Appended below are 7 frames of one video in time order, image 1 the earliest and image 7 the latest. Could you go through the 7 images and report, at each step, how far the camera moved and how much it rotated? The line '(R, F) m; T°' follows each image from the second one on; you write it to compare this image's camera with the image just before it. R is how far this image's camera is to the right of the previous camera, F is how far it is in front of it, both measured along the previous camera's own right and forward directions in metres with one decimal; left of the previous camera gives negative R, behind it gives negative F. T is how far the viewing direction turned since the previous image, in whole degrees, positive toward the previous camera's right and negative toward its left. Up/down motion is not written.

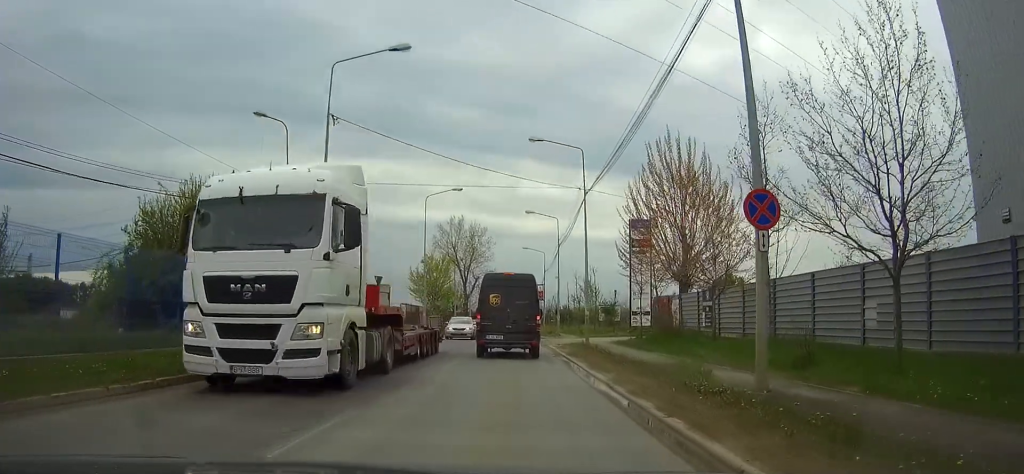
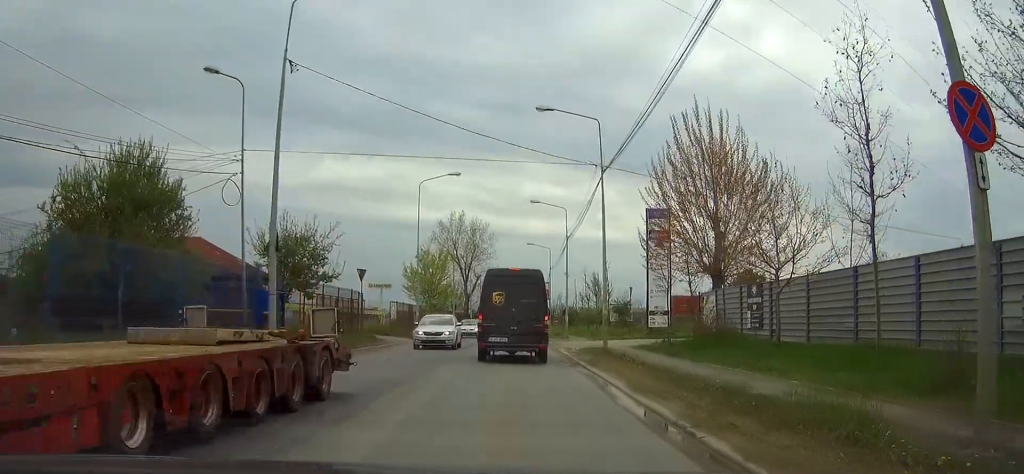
(0.0, +6.1) m; +1°
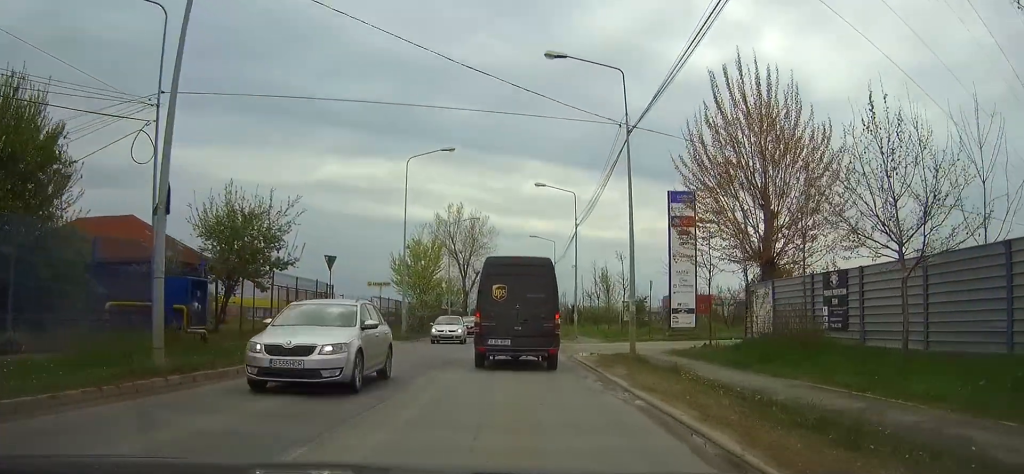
(+0.3, +7.3) m; +4°
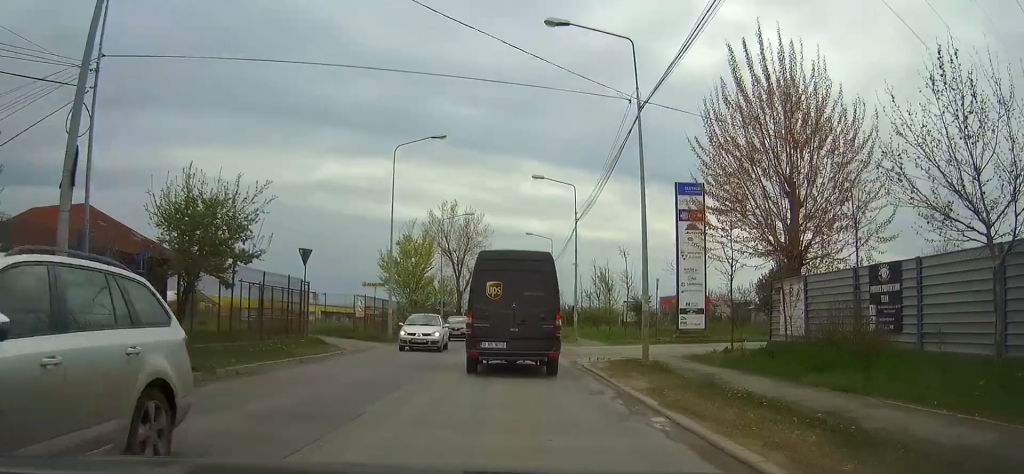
(+0.1, +3.4) m; 0°
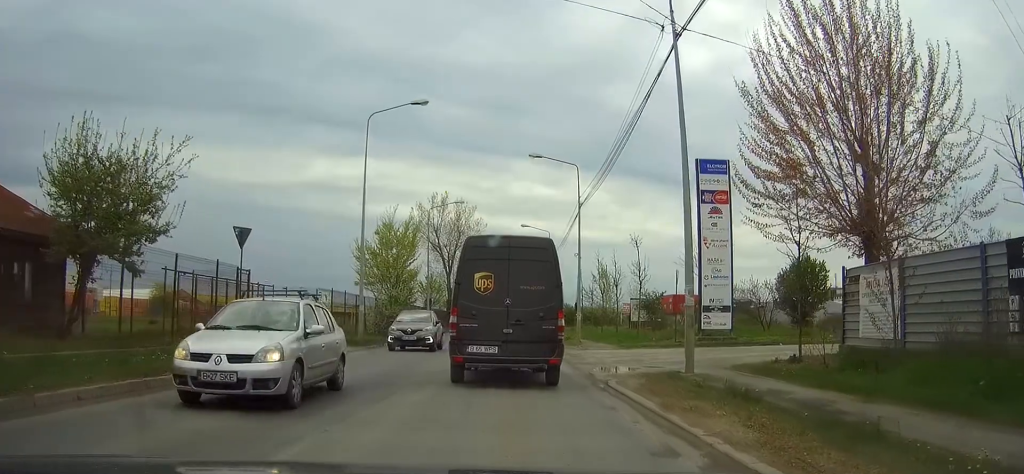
(-0.4, +6.4) m; -5°
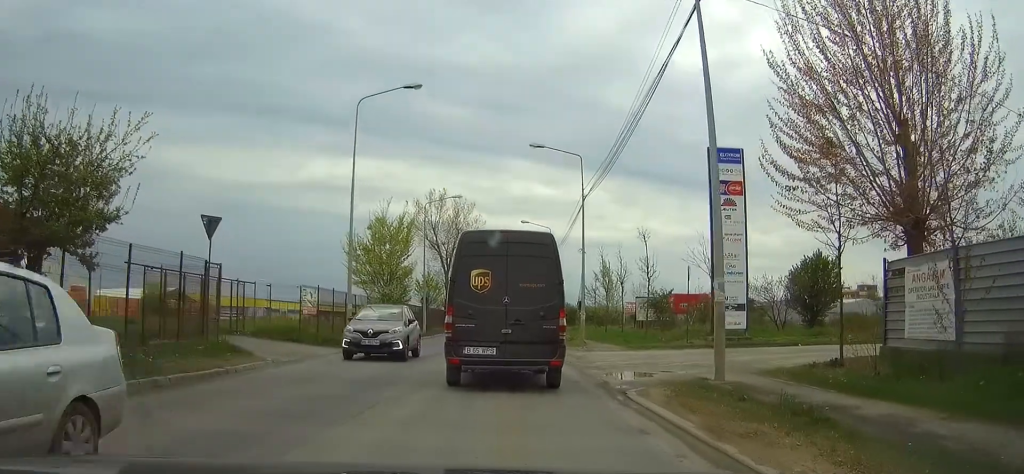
(0.0, +2.5) m; -2°
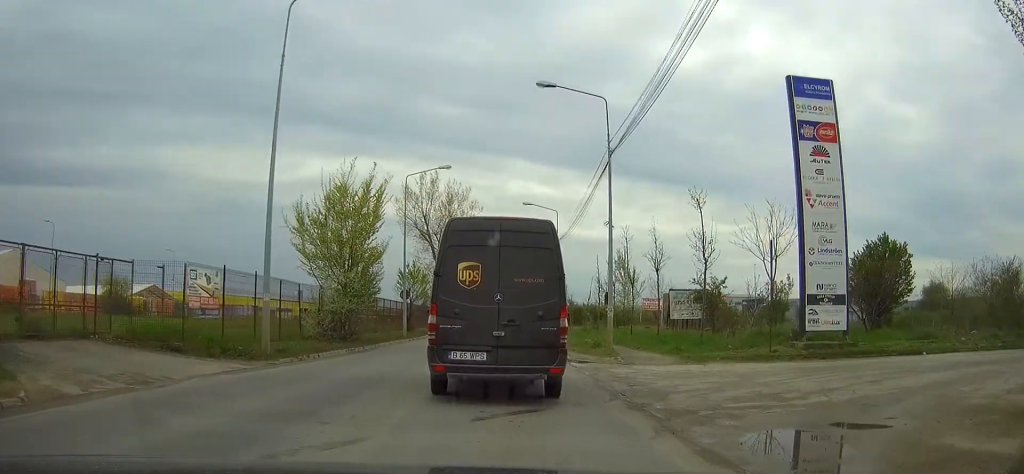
(-0.7, +9.8) m; 0°
